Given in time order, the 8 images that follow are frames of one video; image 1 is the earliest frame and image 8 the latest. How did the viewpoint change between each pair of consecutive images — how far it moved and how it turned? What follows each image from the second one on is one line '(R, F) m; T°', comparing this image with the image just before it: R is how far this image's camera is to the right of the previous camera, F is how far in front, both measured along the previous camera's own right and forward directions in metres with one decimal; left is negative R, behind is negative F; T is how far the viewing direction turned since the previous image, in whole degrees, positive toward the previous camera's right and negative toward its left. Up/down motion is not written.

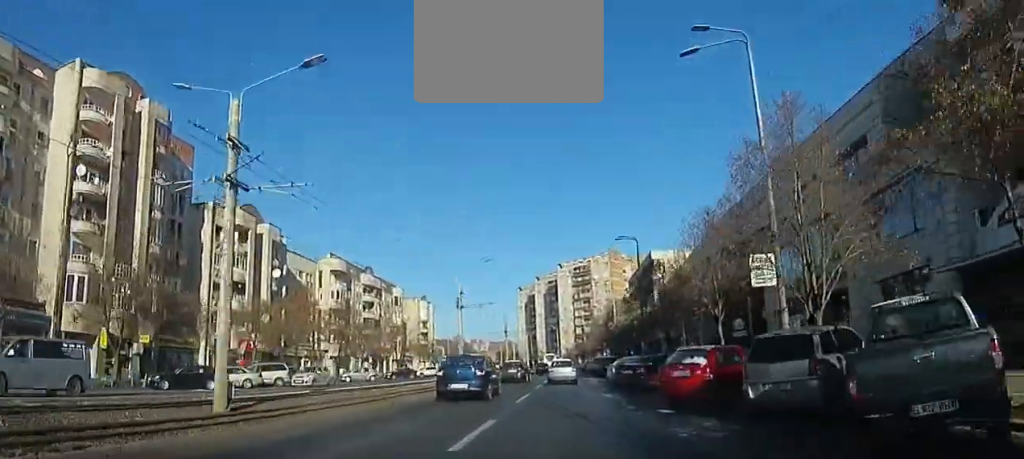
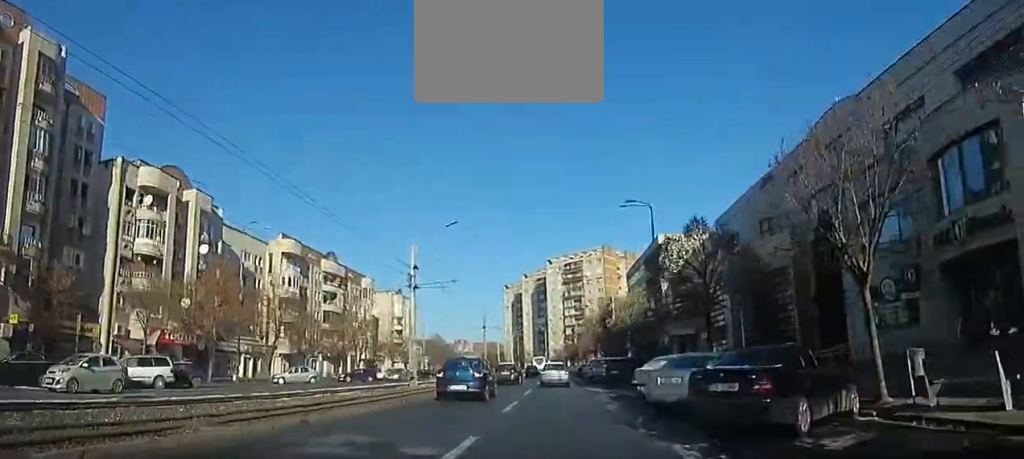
(+0.6, +14.6) m; +2°
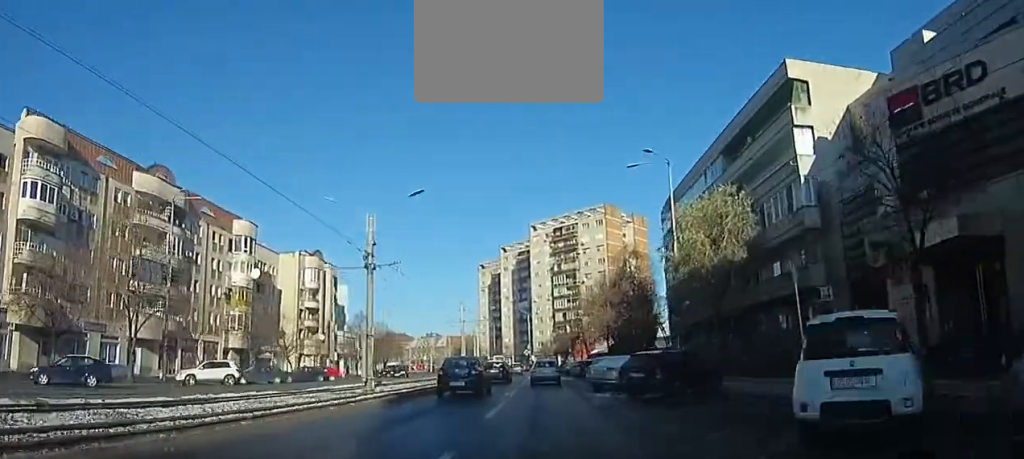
(+0.7, +42.9) m; 0°
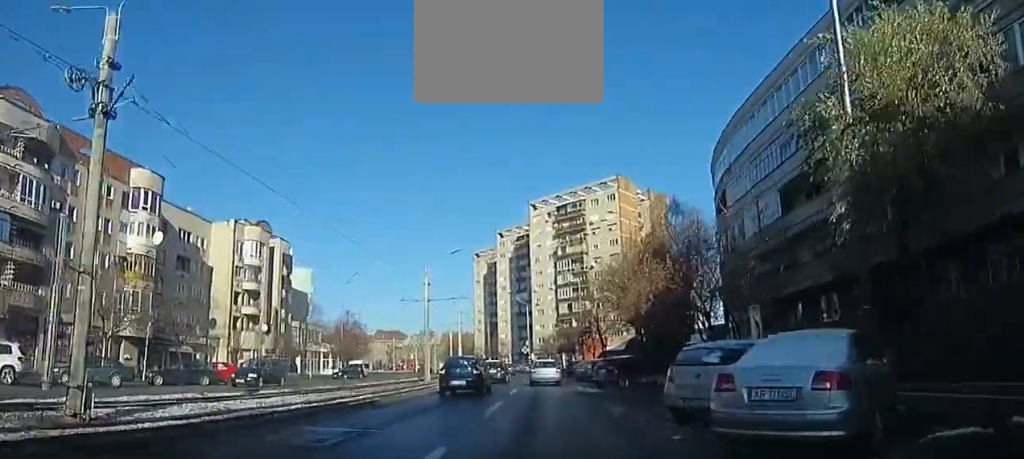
(-0.1, +12.1) m; -1°
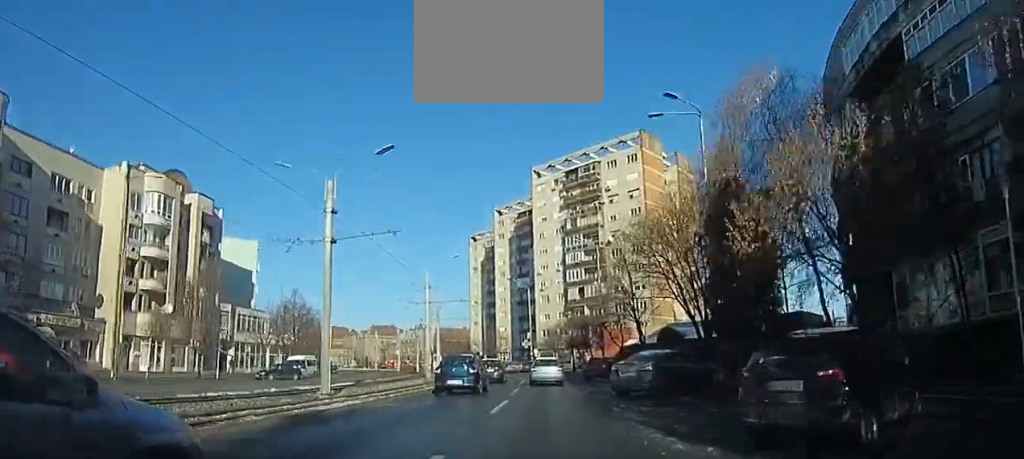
(0.0, +14.2) m; 0°
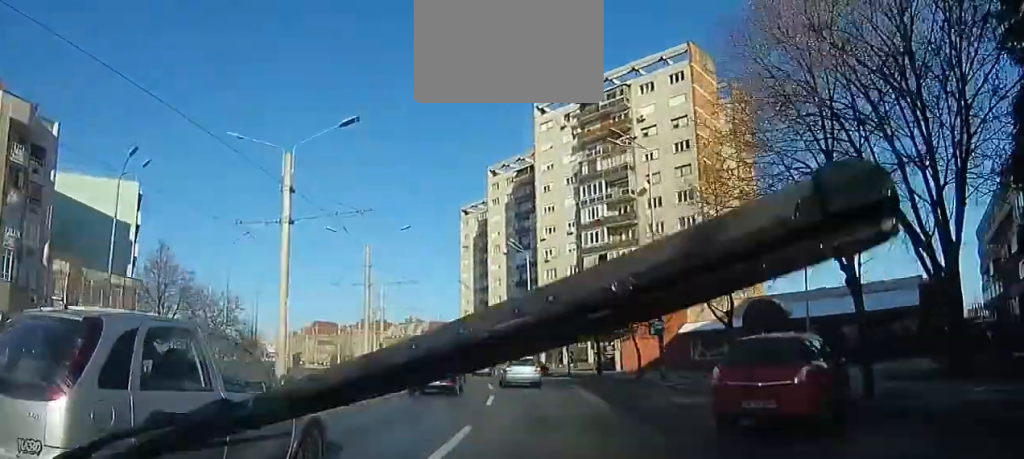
(+0.1, +19.7) m; -2°
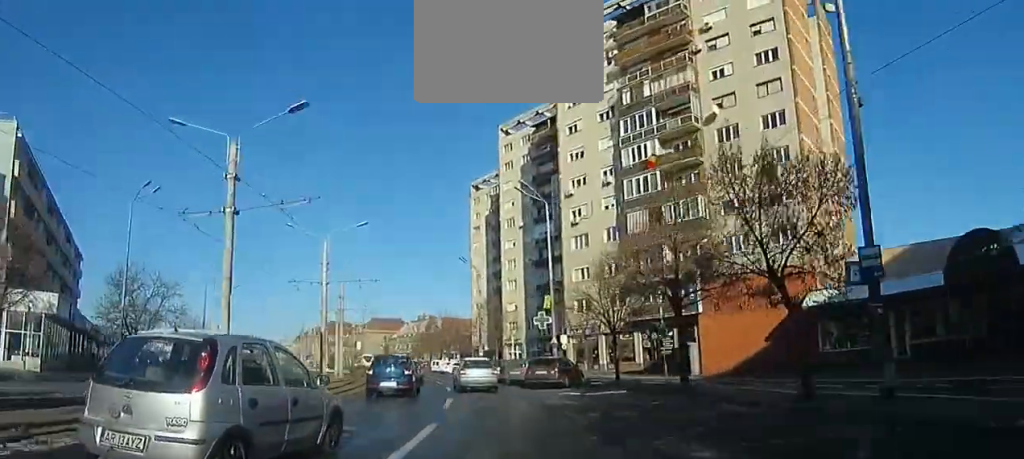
(-0.5, +15.8) m; -5°
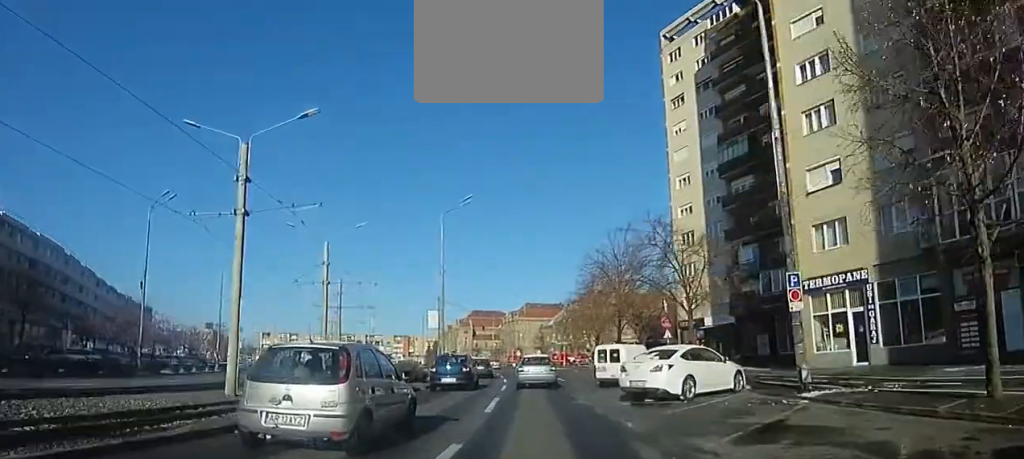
(-5.3, +45.0) m; -14°
